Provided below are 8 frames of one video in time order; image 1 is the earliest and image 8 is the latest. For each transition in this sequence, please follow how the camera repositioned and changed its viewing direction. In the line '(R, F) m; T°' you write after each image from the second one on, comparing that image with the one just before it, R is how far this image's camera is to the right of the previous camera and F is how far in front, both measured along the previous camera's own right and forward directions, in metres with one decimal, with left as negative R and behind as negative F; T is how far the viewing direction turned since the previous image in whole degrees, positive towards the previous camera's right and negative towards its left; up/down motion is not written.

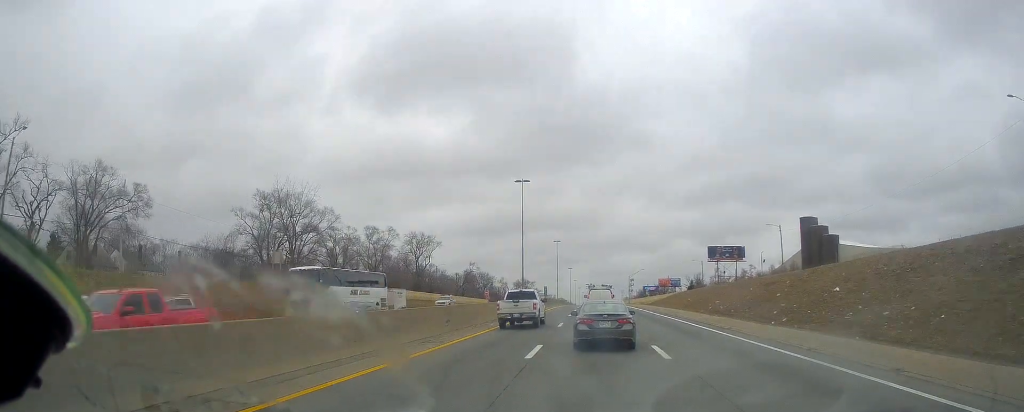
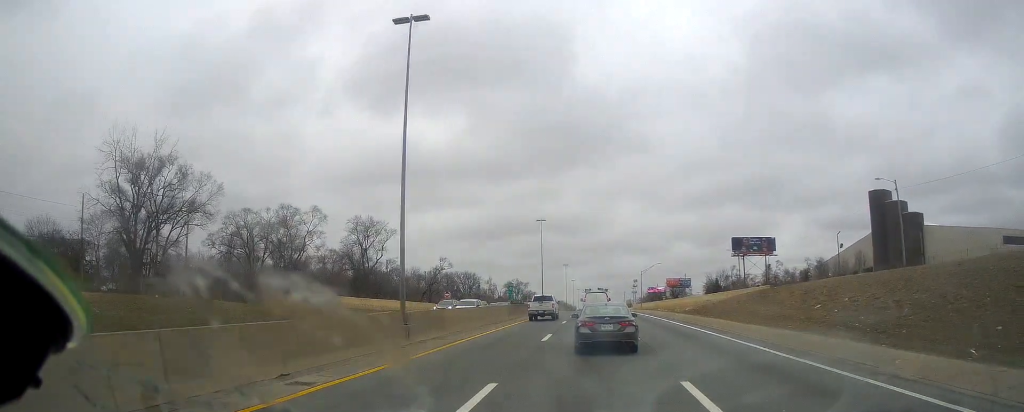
(-0.3, +38.4) m; -1°
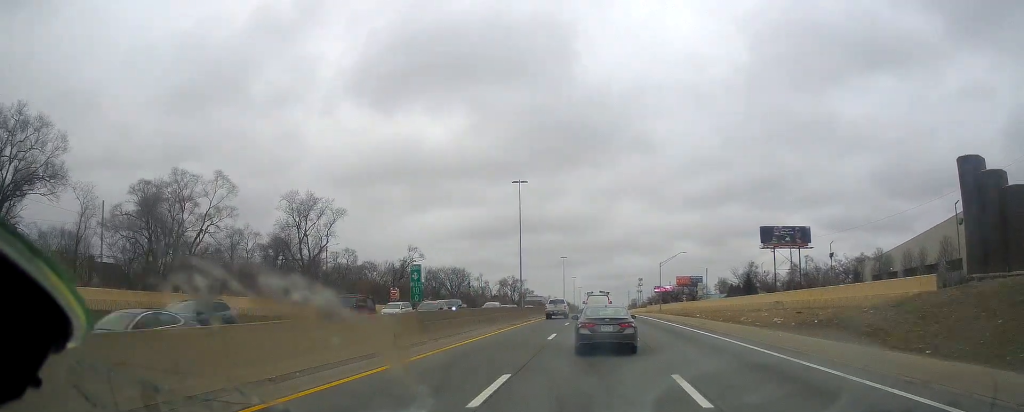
(-0.1, +29.0) m; 0°
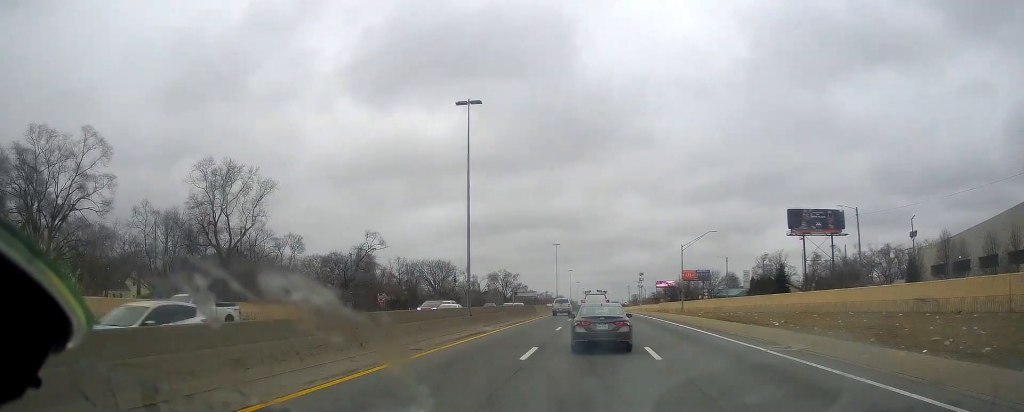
(-0.1, +23.6) m; 0°
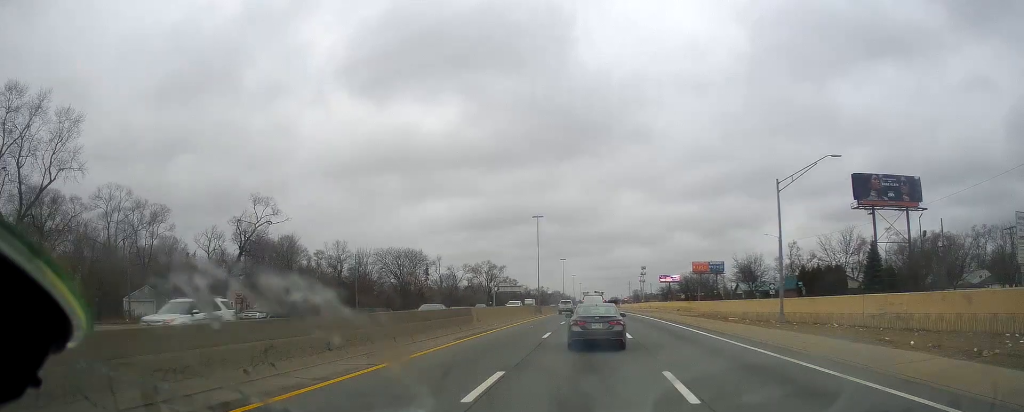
(+0.2, +36.6) m; +1°
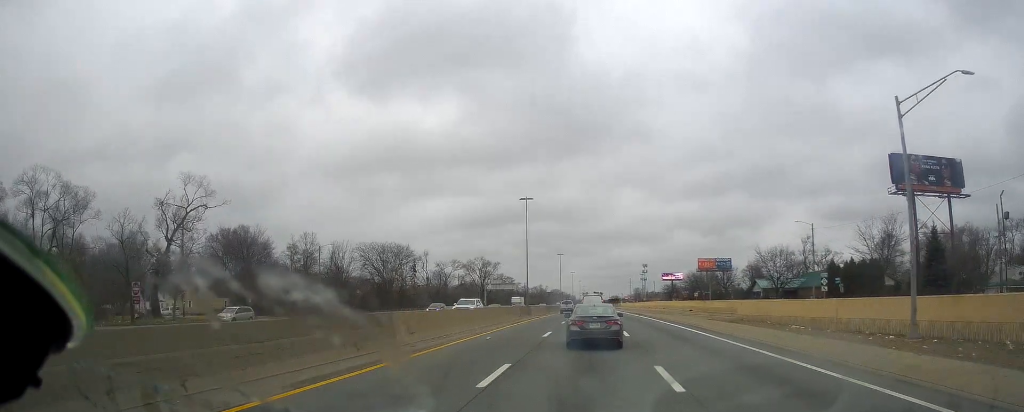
(-0.1, +14.0) m; 0°
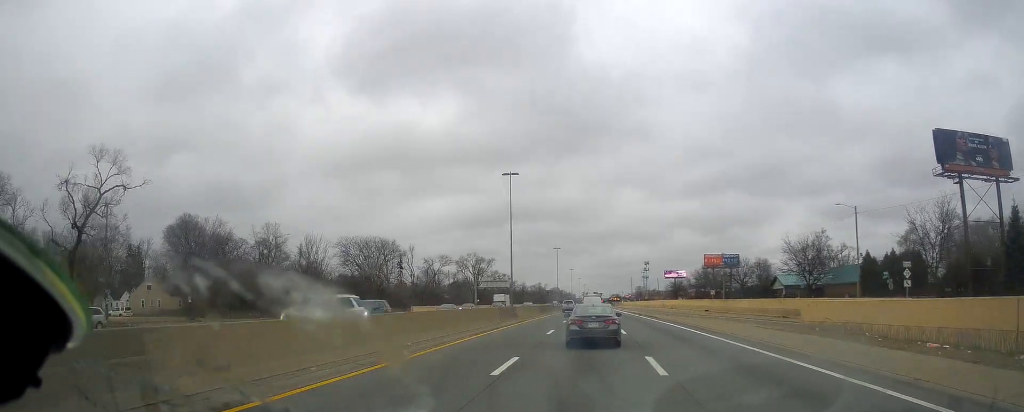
(-0.2, +13.2) m; 0°
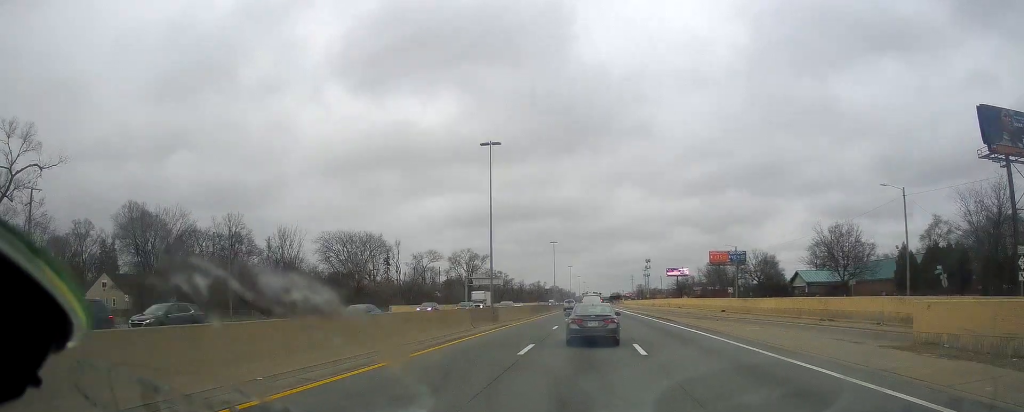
(+0.2, +10.6) m; 0°
